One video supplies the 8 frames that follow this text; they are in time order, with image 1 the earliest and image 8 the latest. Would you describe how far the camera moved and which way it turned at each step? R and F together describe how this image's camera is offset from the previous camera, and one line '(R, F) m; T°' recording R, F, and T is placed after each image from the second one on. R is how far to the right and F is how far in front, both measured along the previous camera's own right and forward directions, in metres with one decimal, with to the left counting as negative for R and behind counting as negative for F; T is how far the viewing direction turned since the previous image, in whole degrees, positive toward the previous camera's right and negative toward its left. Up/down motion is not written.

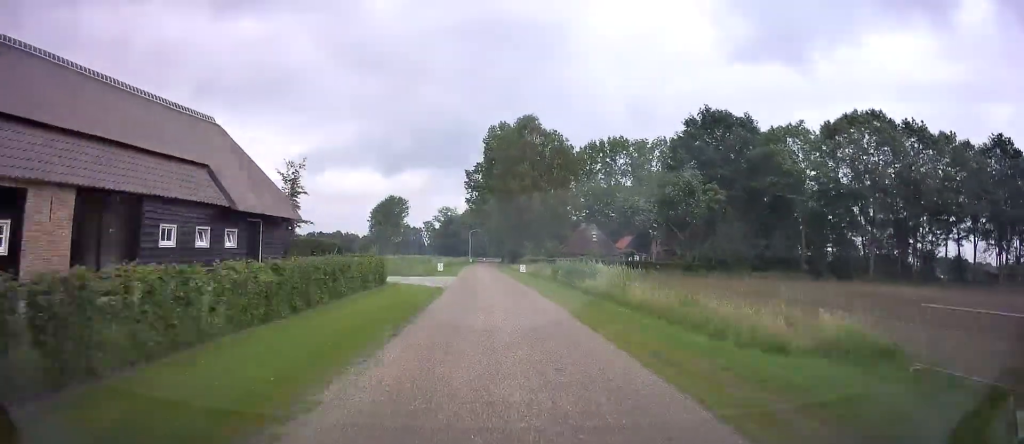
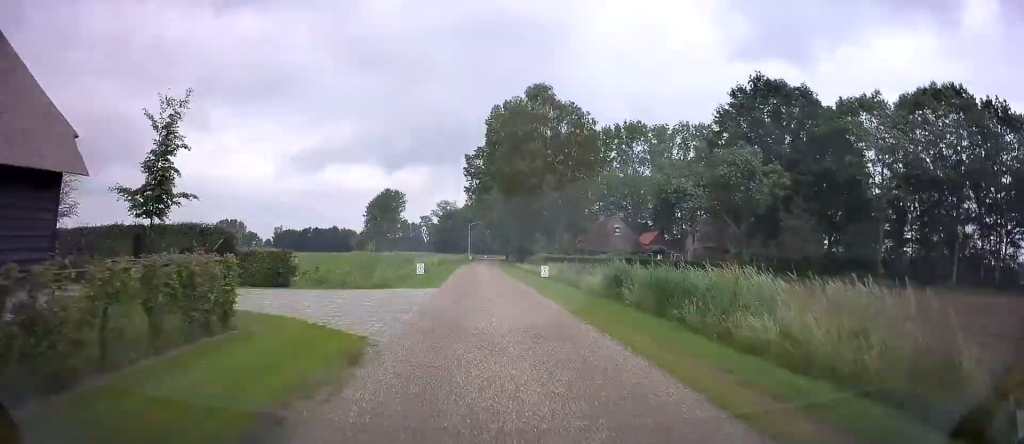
(0.0, +14.2) m; 0°
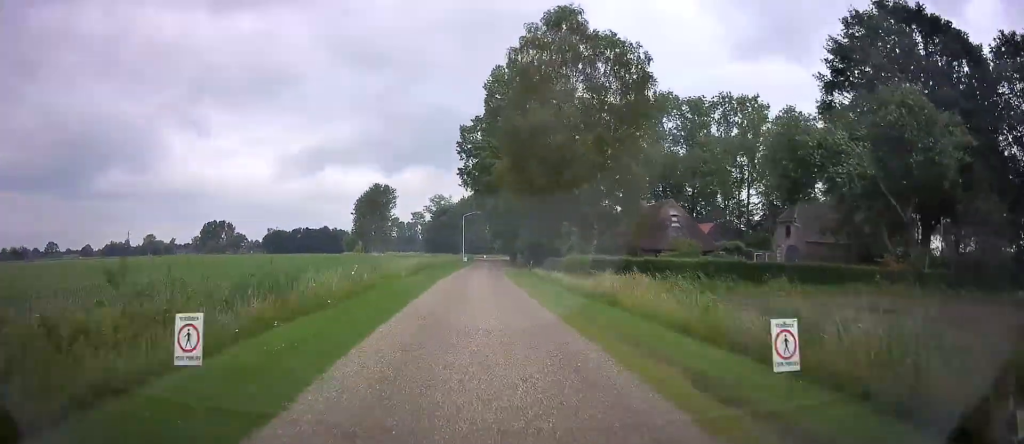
(-0.2, +23.5) m; 0°
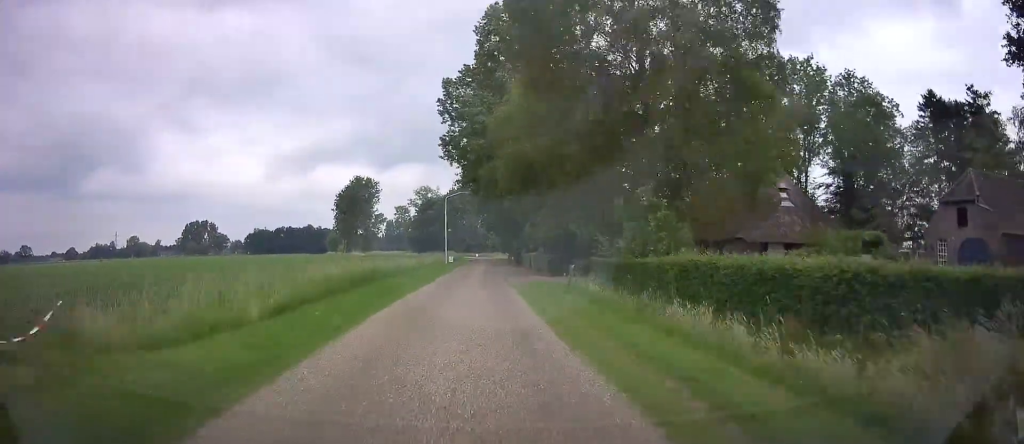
(-0.1, +21.7) m; 0°
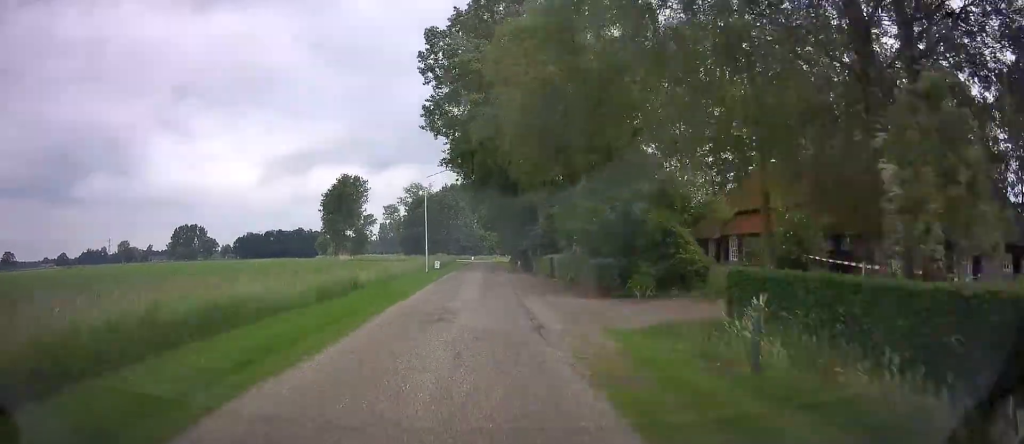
(0.0, +14.1) m; 0°
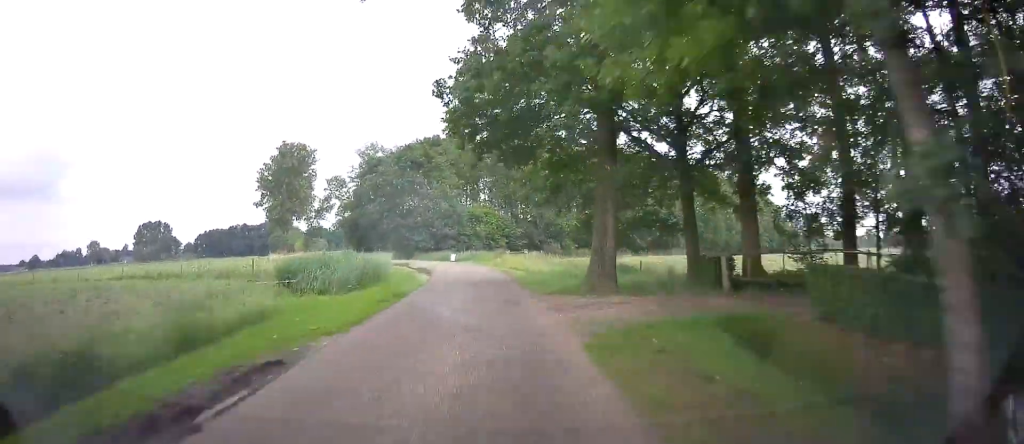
(+1.0, +59.1) m; 0°
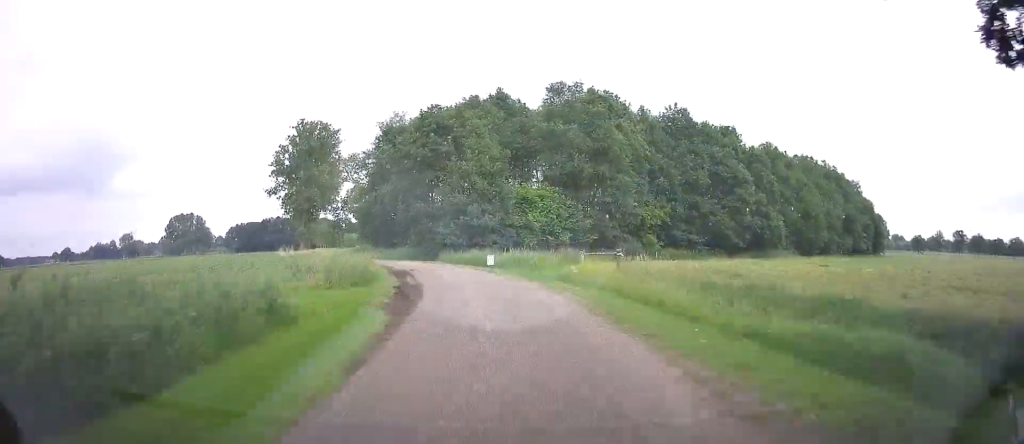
(+0.5, +21.3) m; -4°
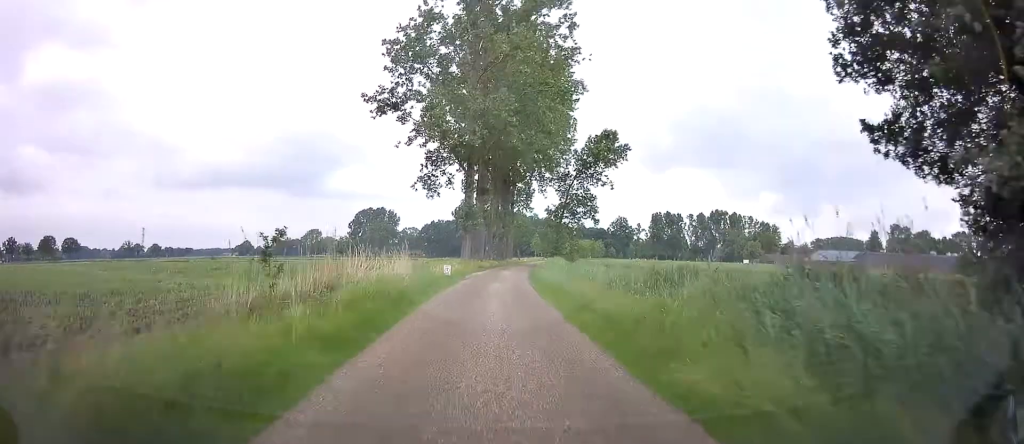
(-16.8, +77.5) m; -19°
